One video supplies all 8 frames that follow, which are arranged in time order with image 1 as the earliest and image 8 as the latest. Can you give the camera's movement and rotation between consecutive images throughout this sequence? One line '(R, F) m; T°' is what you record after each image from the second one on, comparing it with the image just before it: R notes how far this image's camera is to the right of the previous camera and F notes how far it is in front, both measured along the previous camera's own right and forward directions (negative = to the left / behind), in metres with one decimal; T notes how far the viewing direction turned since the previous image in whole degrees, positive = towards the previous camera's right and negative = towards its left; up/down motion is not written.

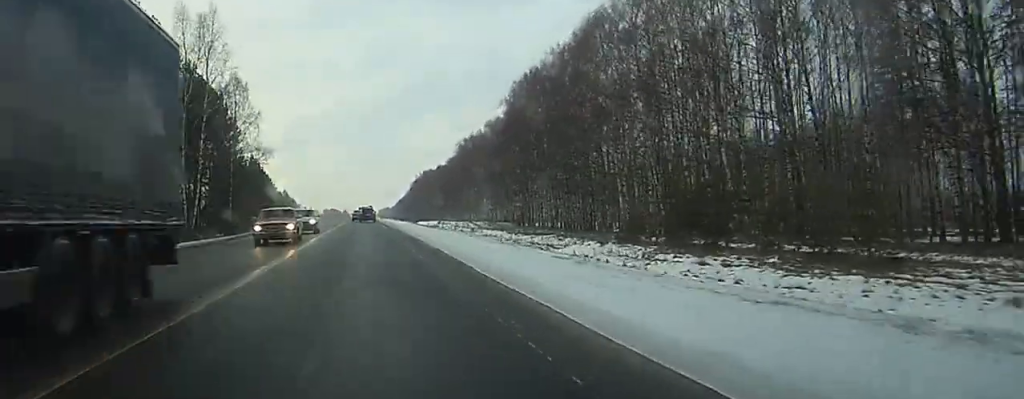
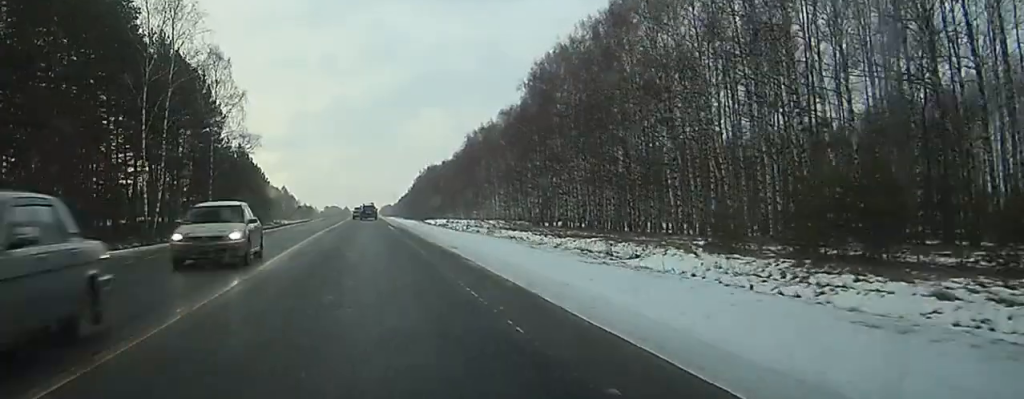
(+0.2, +16.7) m; +1°
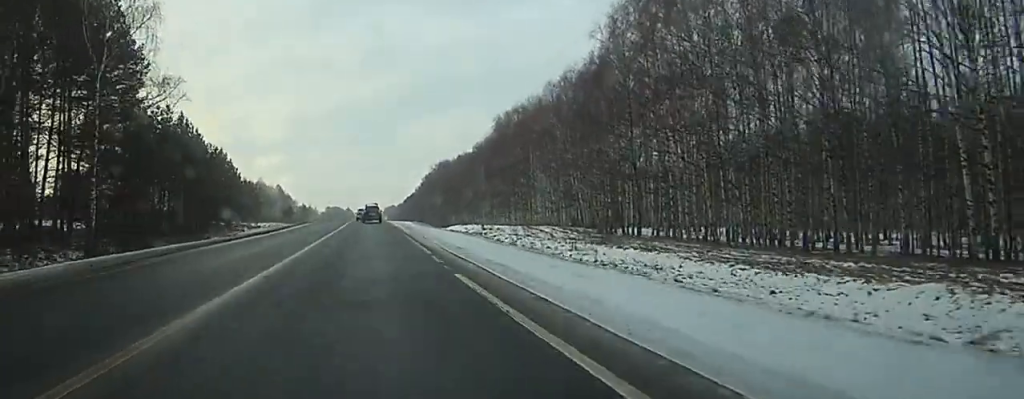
(+0.2, +40.7) m; -1°
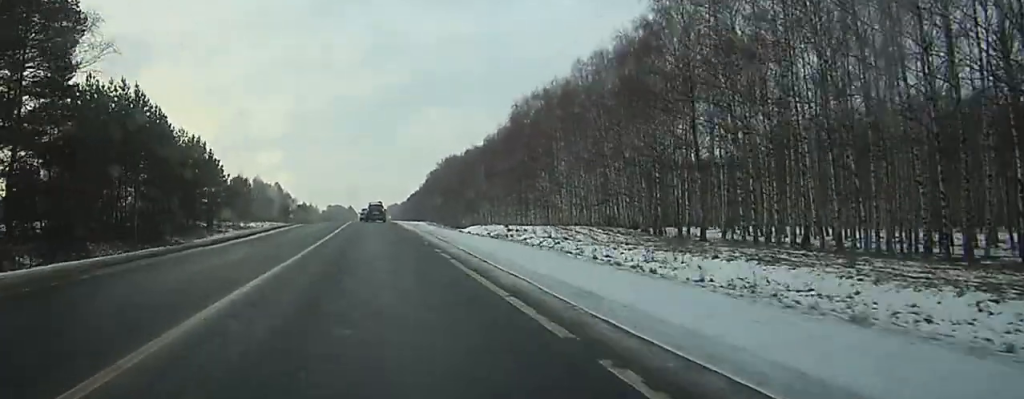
(0.0, +15.4) m; 0°
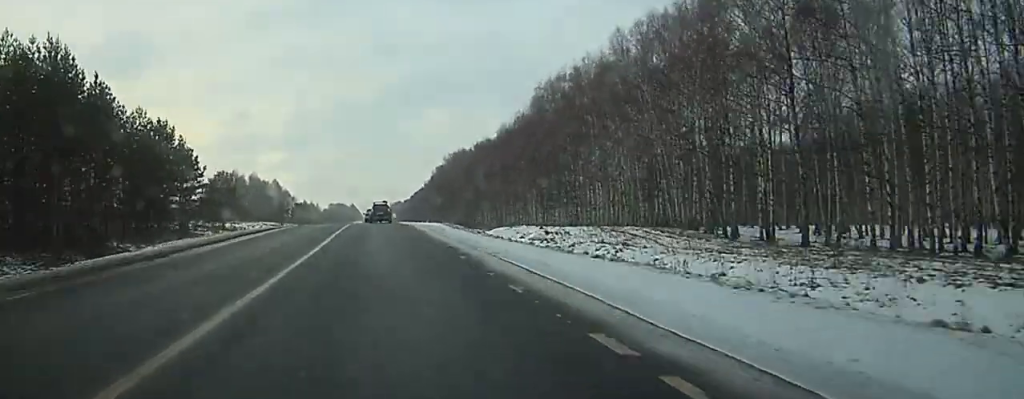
(0.0, +15.6) m; +1°
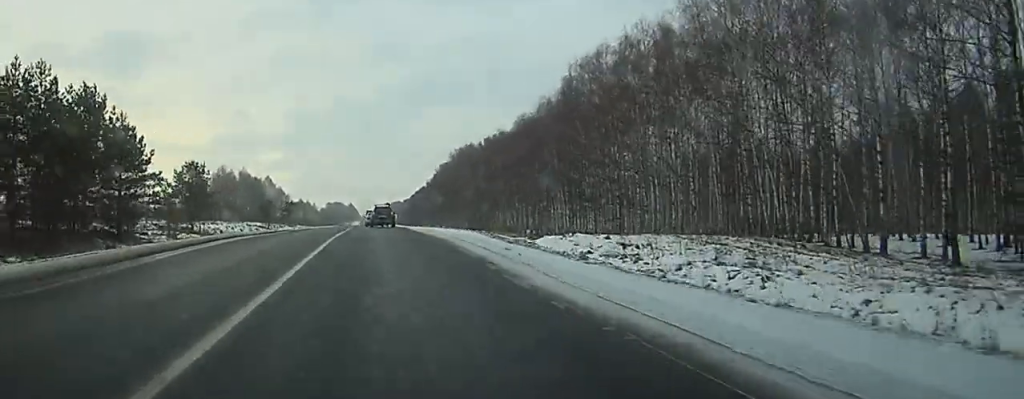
(+0.3, +18.7) m; 0°
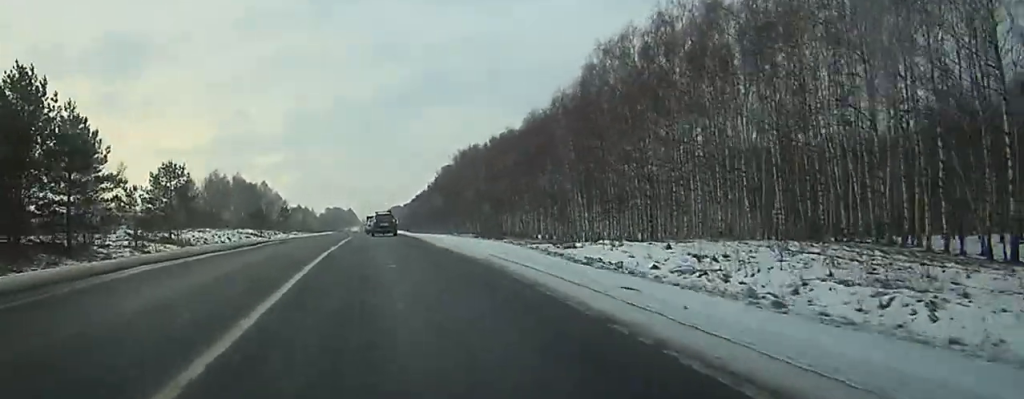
(+0.6, +9.6) m; -1°
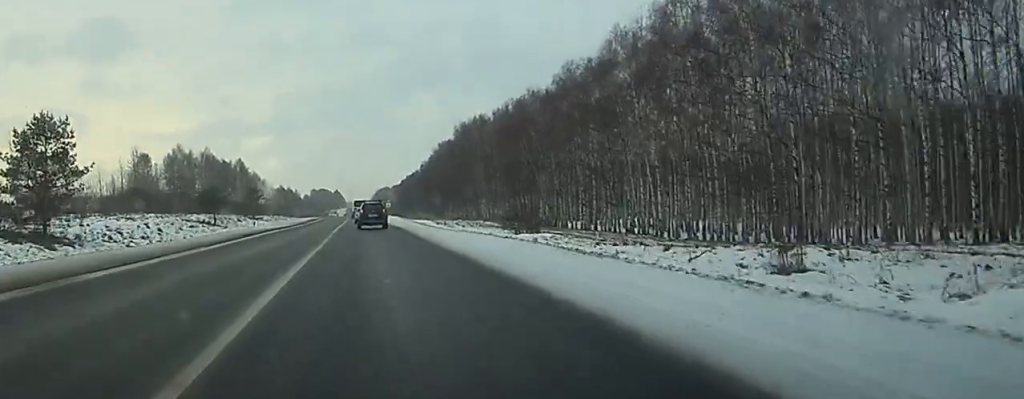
(-1.5, +36.9) m; 0°
